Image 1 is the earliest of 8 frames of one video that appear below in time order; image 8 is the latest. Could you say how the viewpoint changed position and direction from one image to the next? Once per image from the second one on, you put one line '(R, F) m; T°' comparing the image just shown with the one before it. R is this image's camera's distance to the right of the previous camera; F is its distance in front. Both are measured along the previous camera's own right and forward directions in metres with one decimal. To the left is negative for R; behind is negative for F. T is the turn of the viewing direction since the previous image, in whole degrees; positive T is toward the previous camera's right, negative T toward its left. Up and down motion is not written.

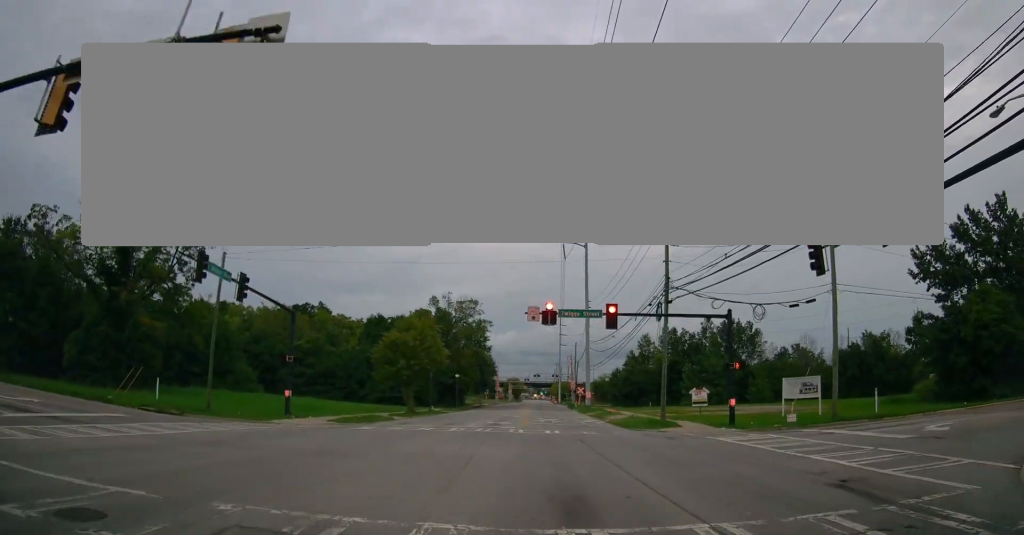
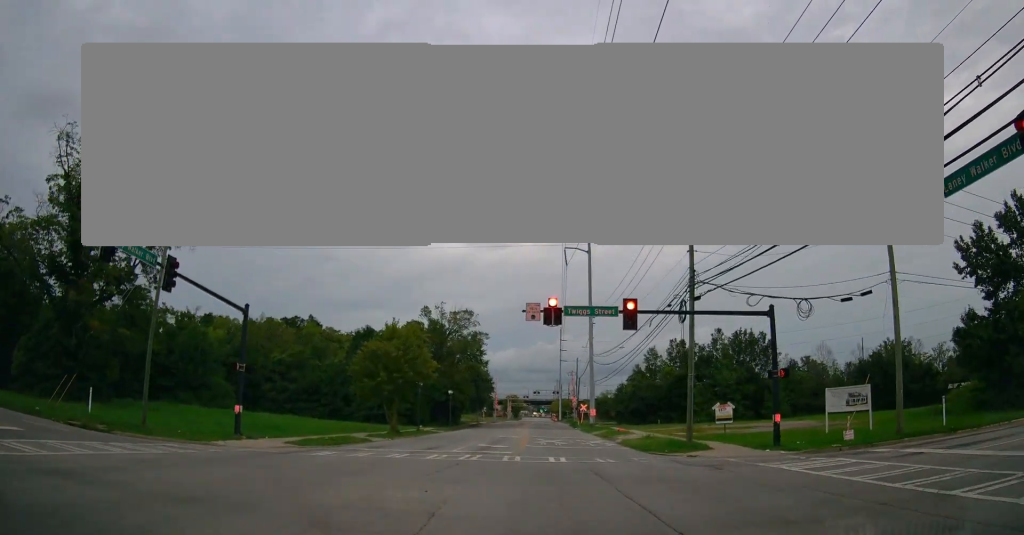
(-0.1, +8.1) m; 0°
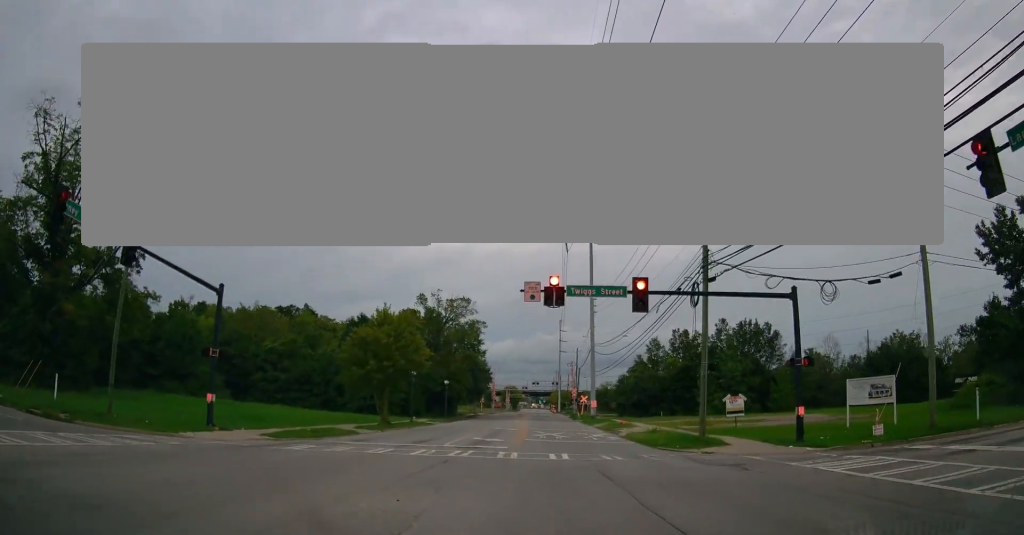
(-0.1, +2.5) m; 0°
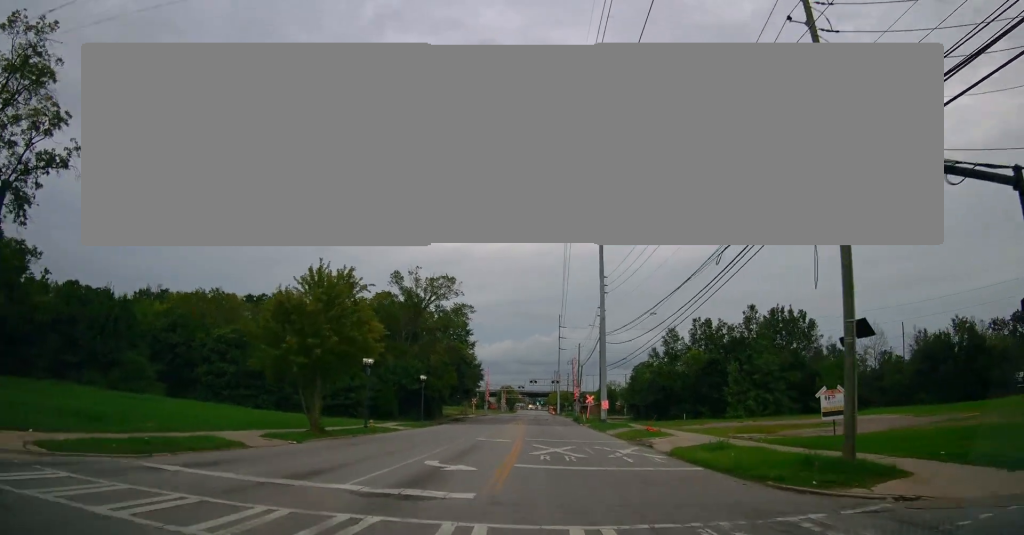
(0.0, +10.2) m; -1°
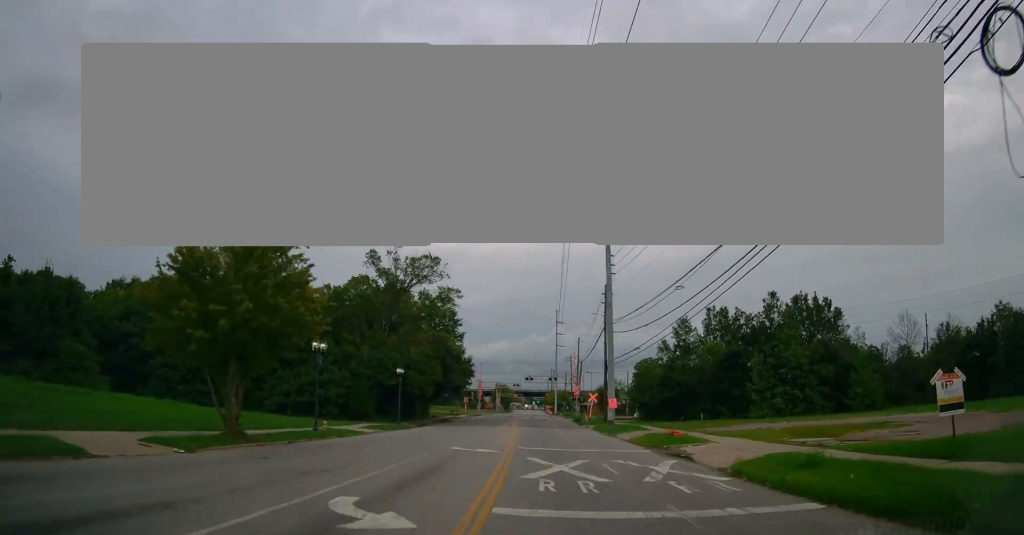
(-0.1, +6.2) m; +1°
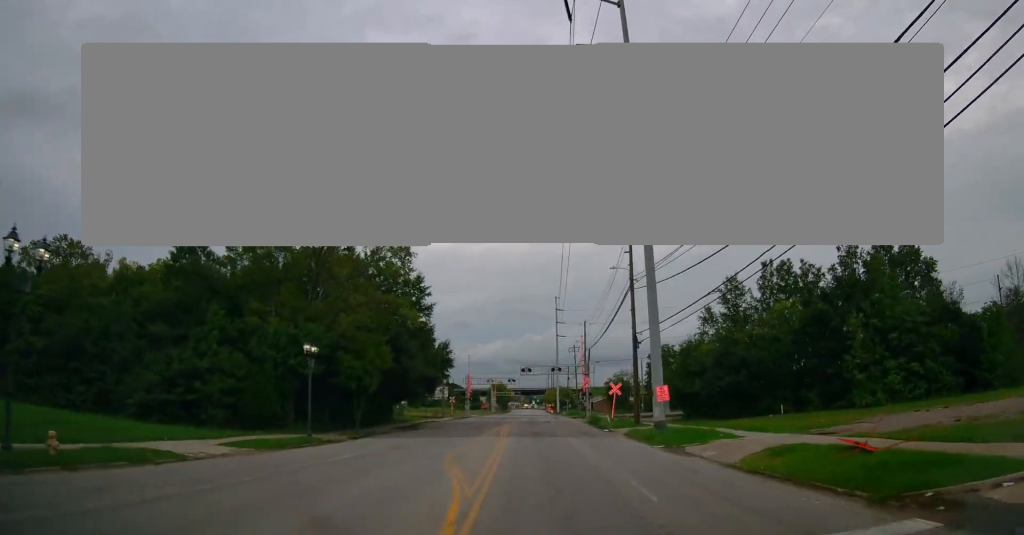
(+0.4, +15.6) m; +1°
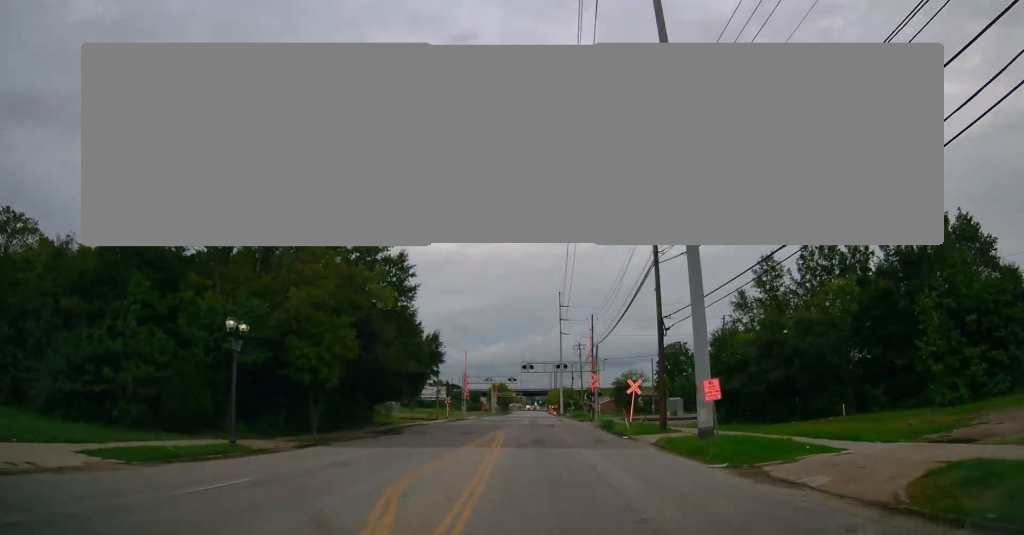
(0.0, +6.7) m; 0°
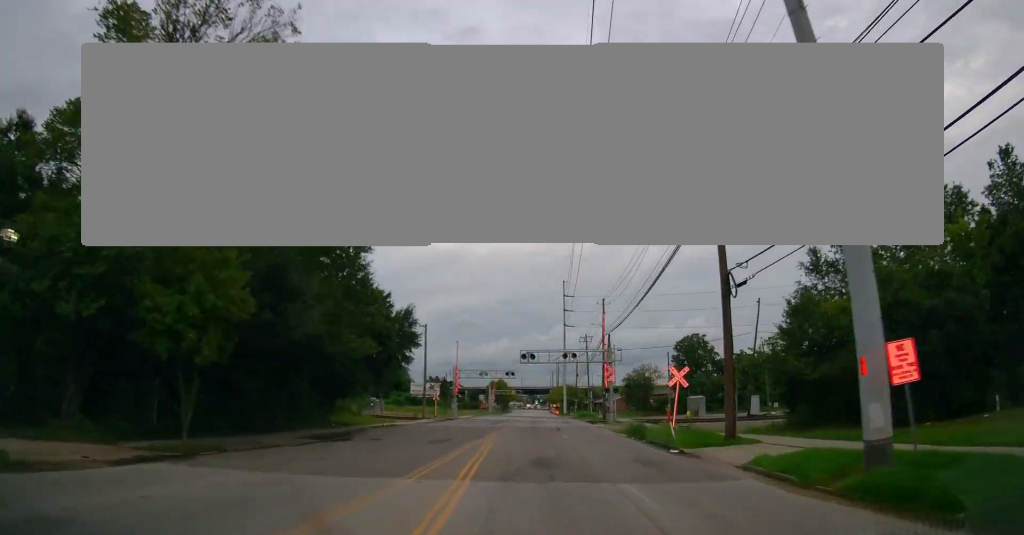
(-0.1, +10.3) m; 0°
